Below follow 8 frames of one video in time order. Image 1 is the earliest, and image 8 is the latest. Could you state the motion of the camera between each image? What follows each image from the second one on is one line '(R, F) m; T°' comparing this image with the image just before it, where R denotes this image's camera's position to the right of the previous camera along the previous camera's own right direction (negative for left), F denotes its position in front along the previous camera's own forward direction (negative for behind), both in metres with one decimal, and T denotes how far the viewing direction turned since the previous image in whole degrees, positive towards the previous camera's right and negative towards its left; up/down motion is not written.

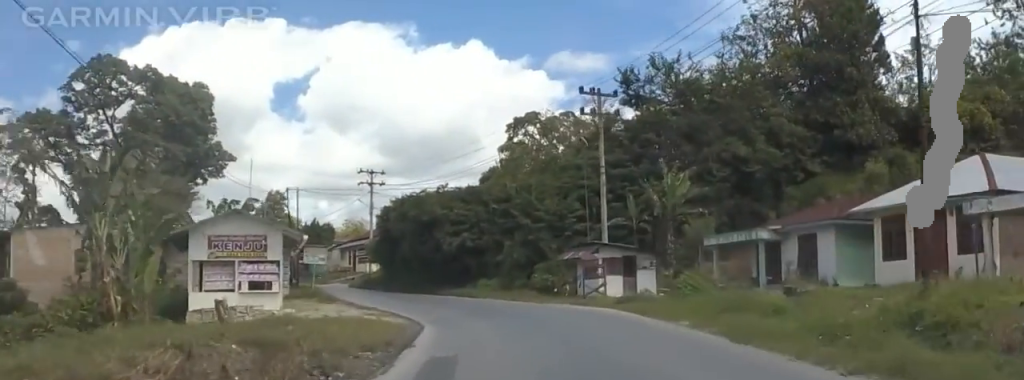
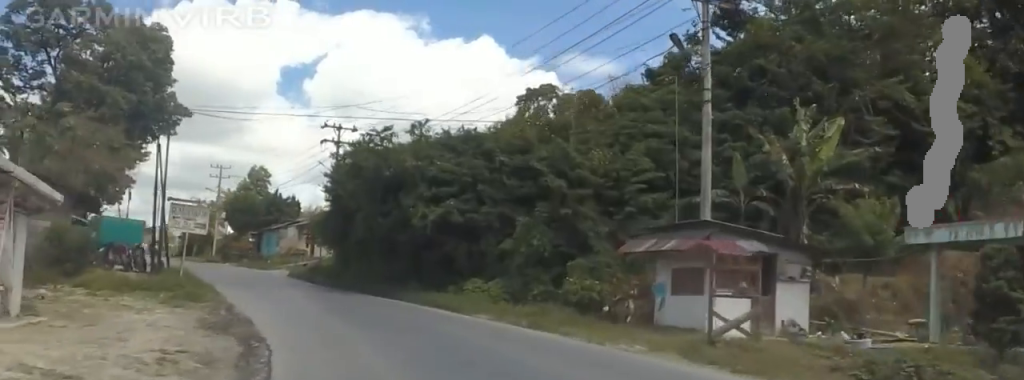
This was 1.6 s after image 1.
(-0.2, +21.4) m; -1°
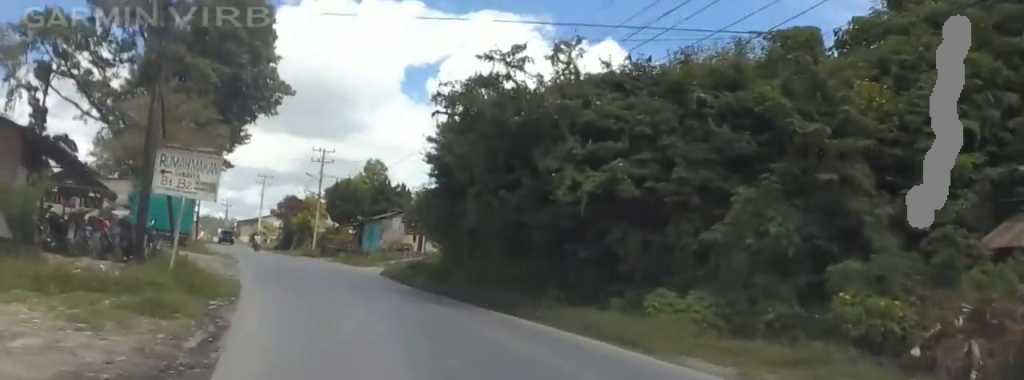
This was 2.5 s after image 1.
(-0.1, +12.0) m; -1°
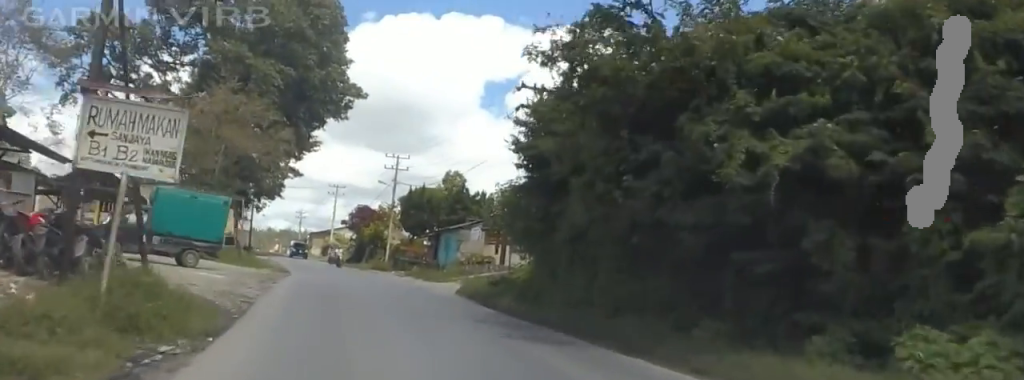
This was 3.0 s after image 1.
(+0.3, +7.1) m; -3°
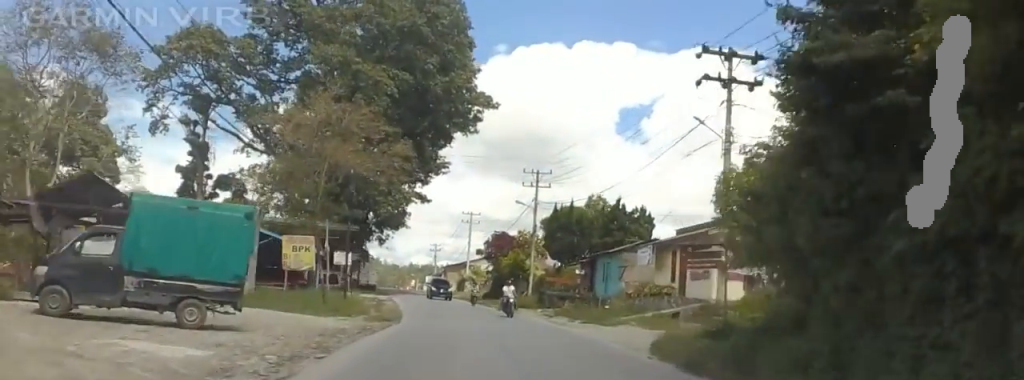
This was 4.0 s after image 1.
(-1.1, +13.2) m; -6°
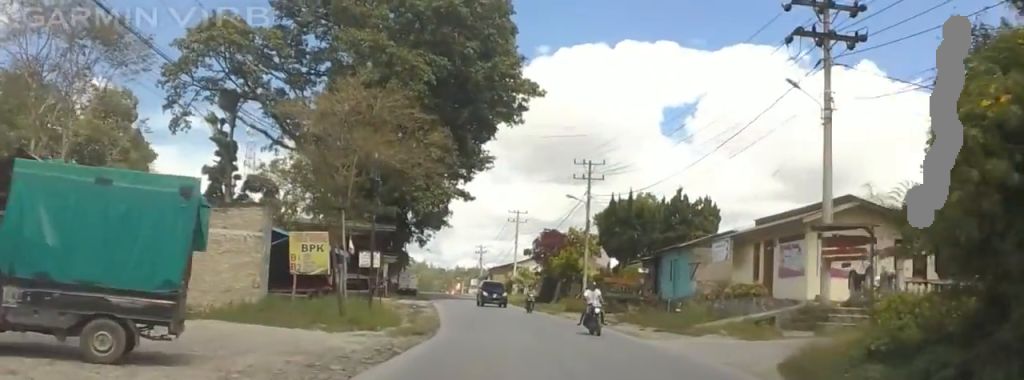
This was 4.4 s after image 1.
(-0.2, +6.2) m; -3°
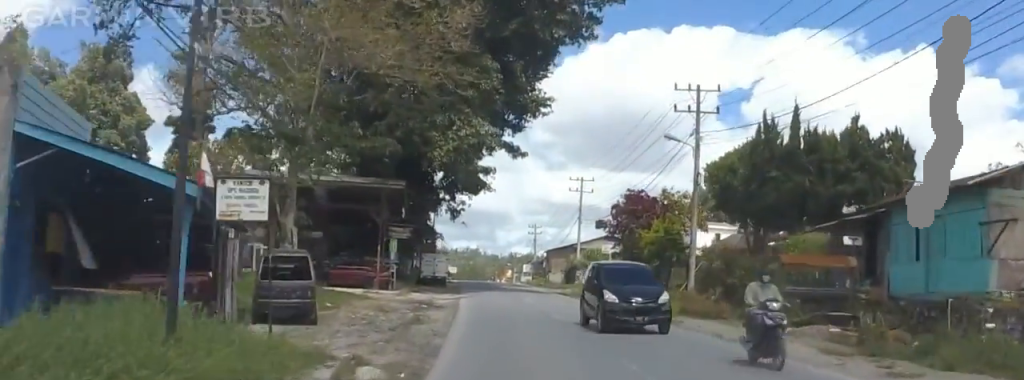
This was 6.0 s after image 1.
(-1.7, +22.6) m; -5°
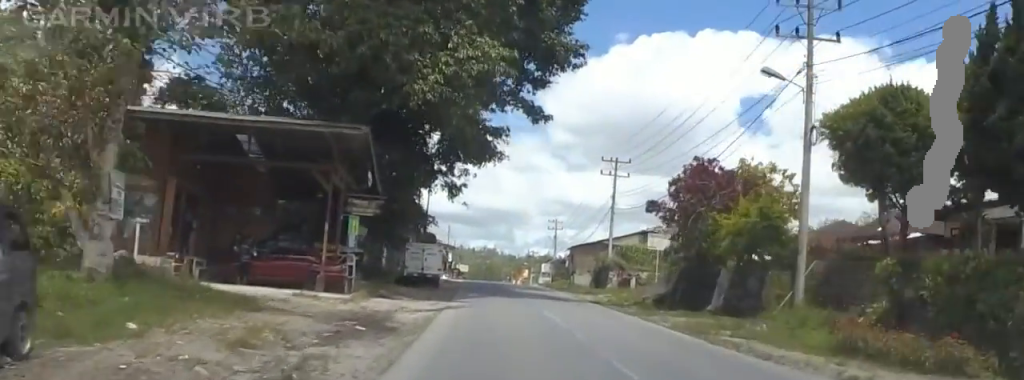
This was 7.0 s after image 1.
(+0.7, +15.2) m; 0°
